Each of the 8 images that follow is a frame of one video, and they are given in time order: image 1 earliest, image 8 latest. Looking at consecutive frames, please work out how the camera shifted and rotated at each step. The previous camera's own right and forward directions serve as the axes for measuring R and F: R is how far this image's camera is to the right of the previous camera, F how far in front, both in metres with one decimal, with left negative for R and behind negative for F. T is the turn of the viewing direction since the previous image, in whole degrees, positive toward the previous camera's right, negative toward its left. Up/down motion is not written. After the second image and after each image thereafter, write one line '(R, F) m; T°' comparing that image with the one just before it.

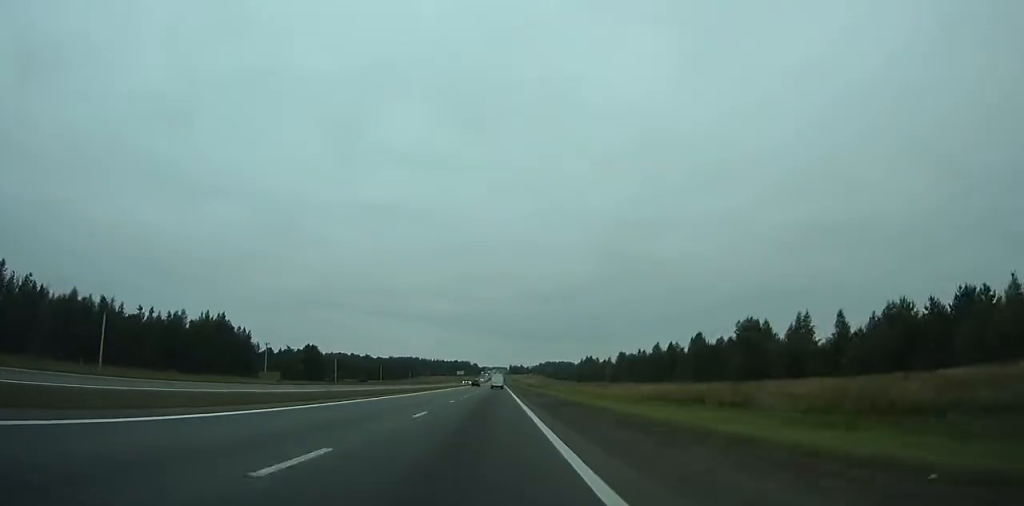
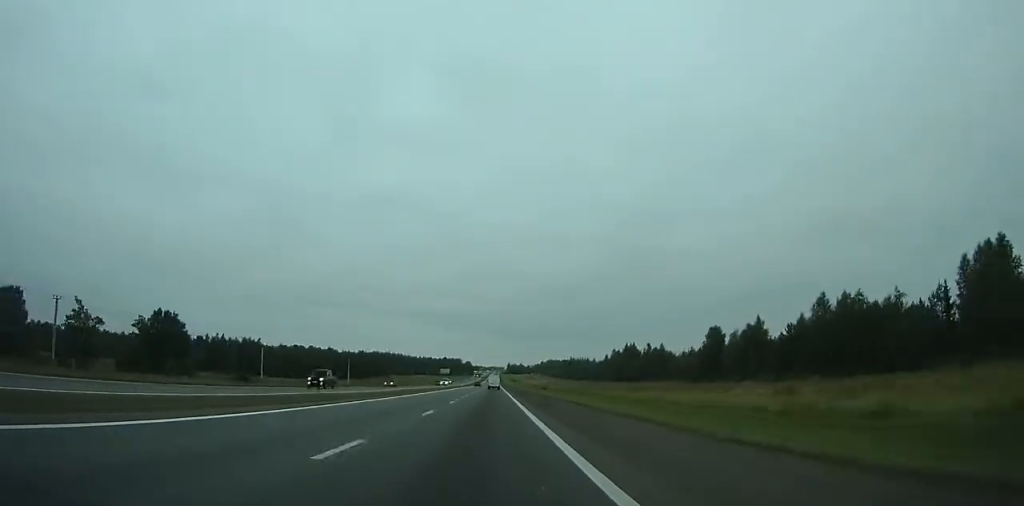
(+0.1, +117.9) m; 0°
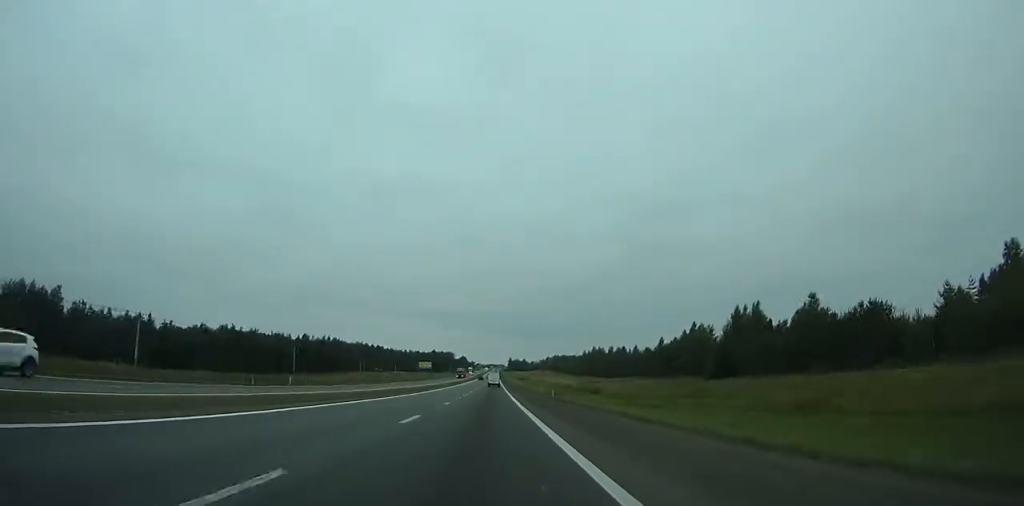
(-0.1, +111.9) m; 0°
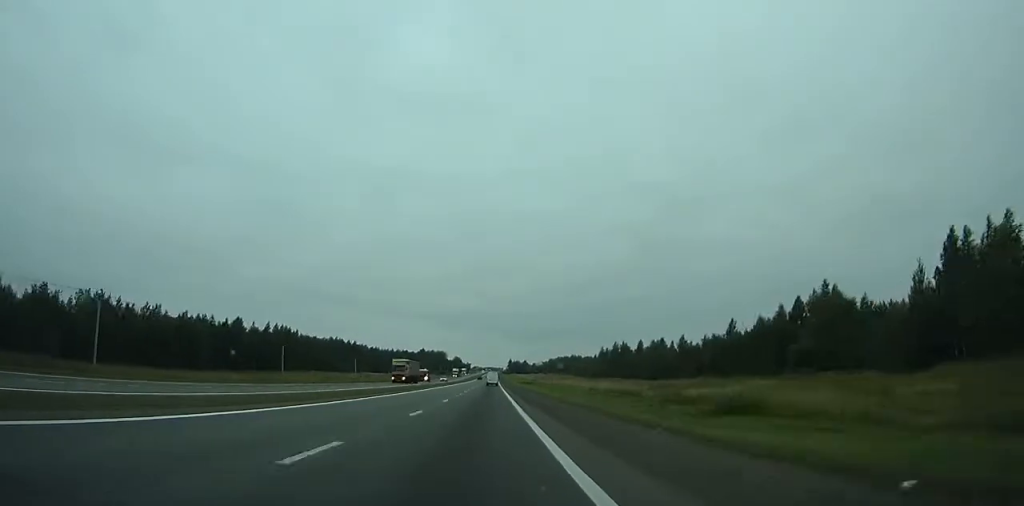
(0.0, +67.4) m; 0°
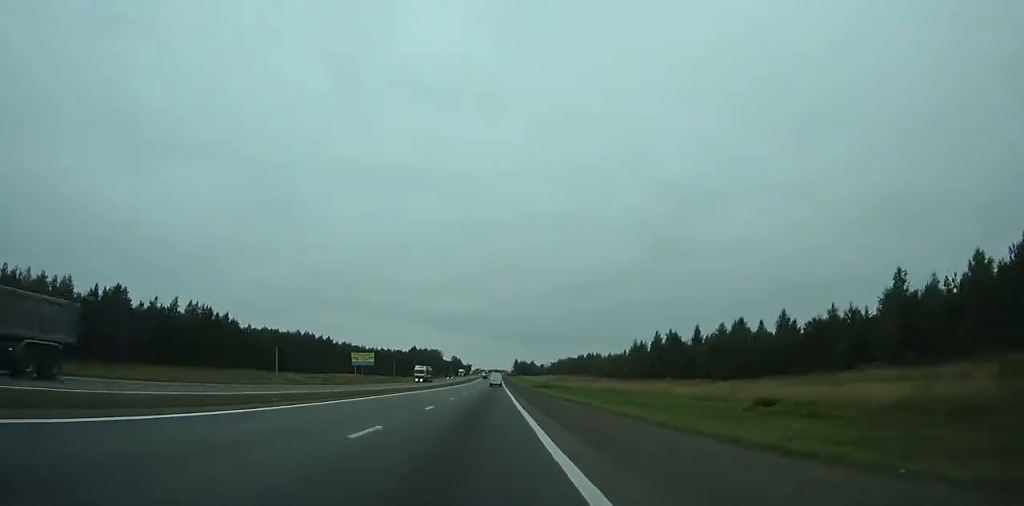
(0.0, +67.9) m; 0°
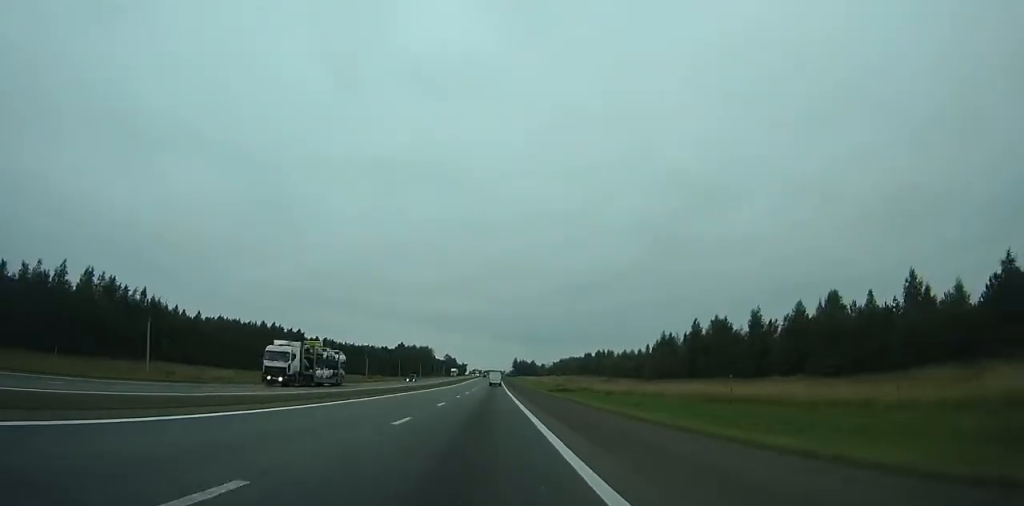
(0.0, +43.9) m; 0°
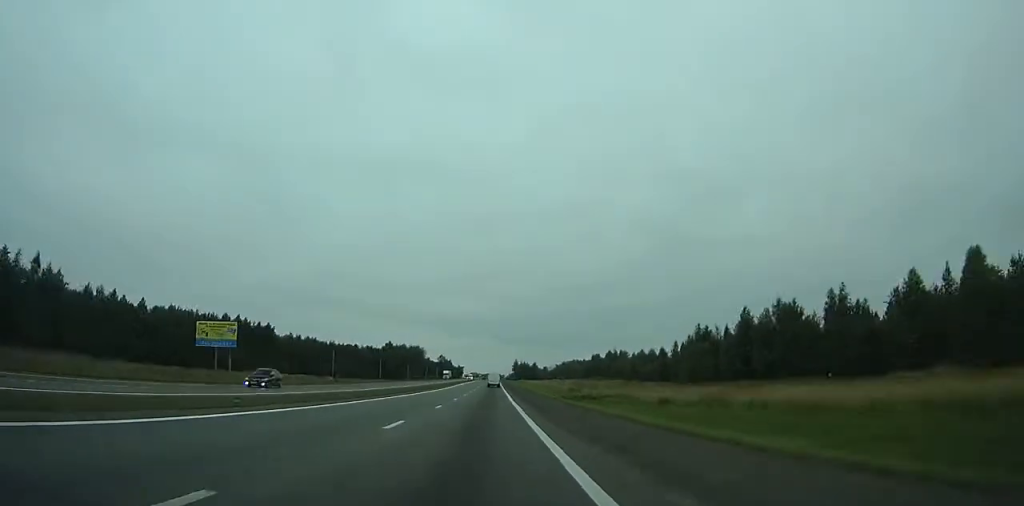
(0.0, +36.6) m; 0°
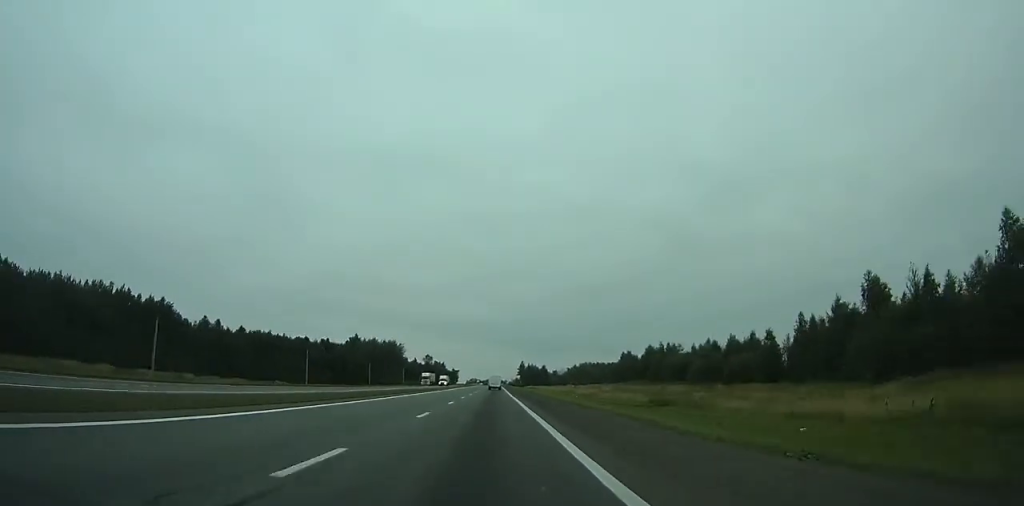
(0.0, +80.2) m; 0°
